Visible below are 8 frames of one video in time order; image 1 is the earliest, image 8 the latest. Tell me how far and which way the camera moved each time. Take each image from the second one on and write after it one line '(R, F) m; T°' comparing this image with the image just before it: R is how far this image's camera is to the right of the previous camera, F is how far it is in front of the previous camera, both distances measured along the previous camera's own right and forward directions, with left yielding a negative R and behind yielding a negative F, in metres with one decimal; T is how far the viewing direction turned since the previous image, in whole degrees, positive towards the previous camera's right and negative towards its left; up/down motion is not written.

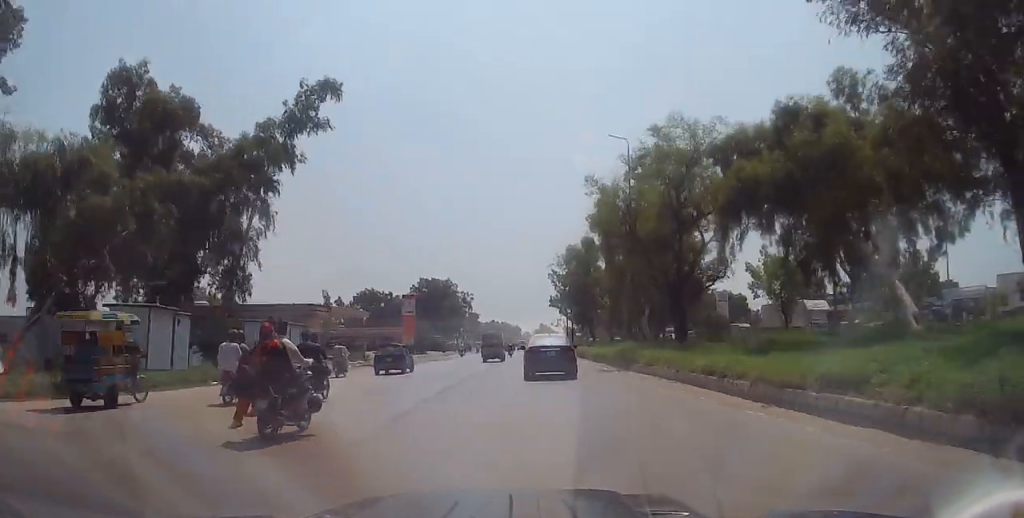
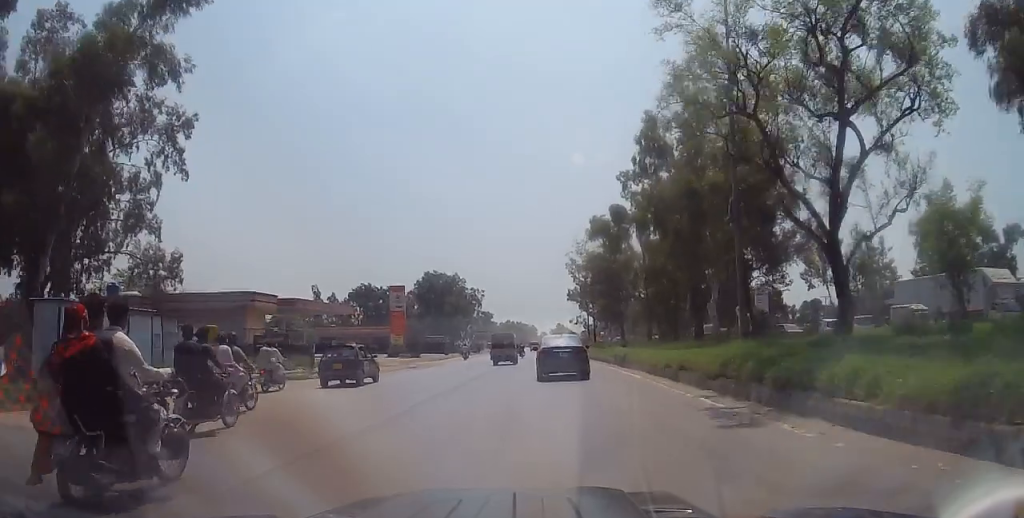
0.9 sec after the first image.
(+0.1, +15.5) m; -1°
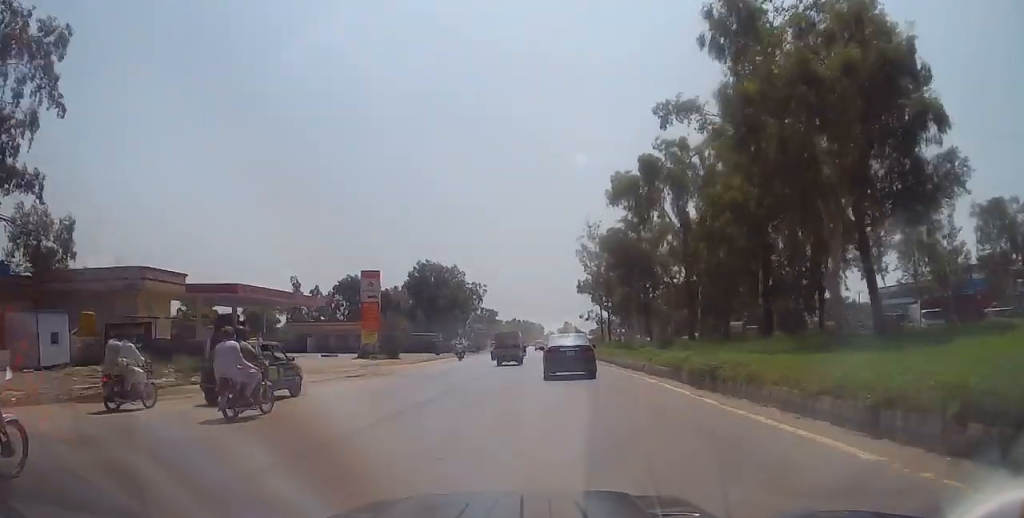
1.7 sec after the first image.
(-0.3, +13.4) m; -1°
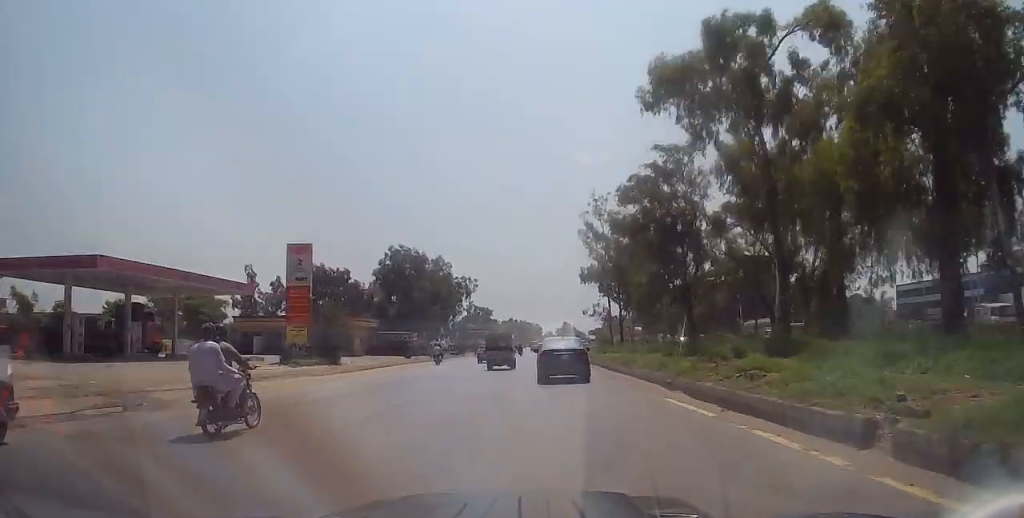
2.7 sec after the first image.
(0.0, +16.5) m; -1°
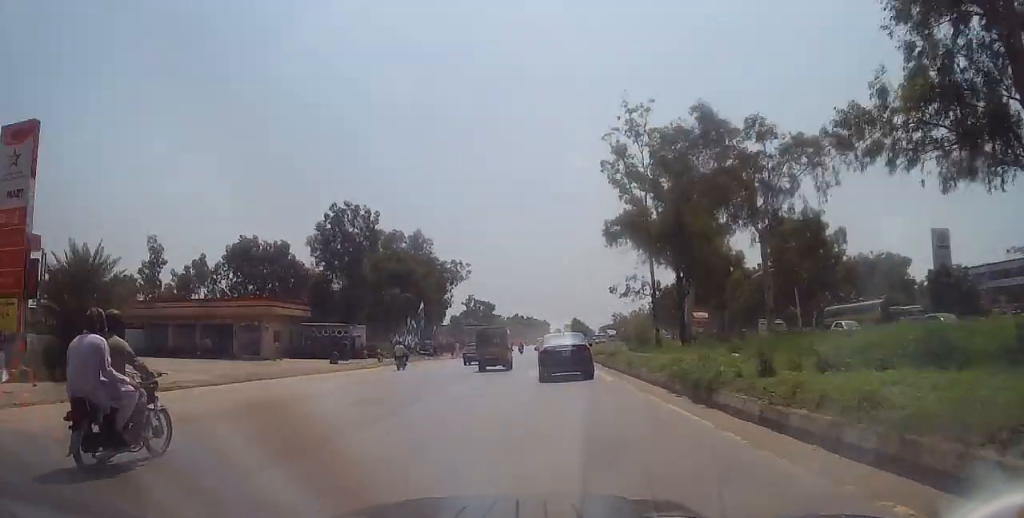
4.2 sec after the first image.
(-0.3, +26.1) m; 0°
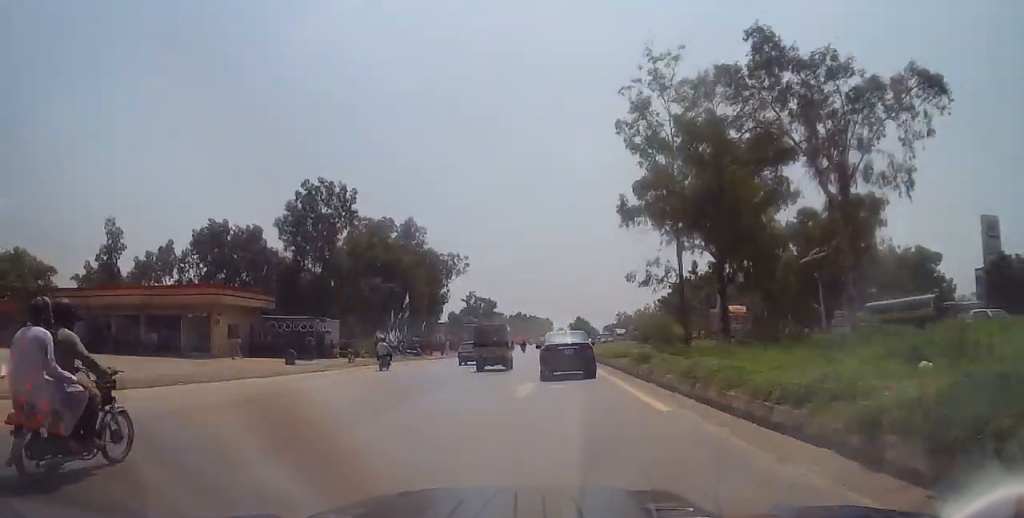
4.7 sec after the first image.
(+0.2, +8.2) m; 0°
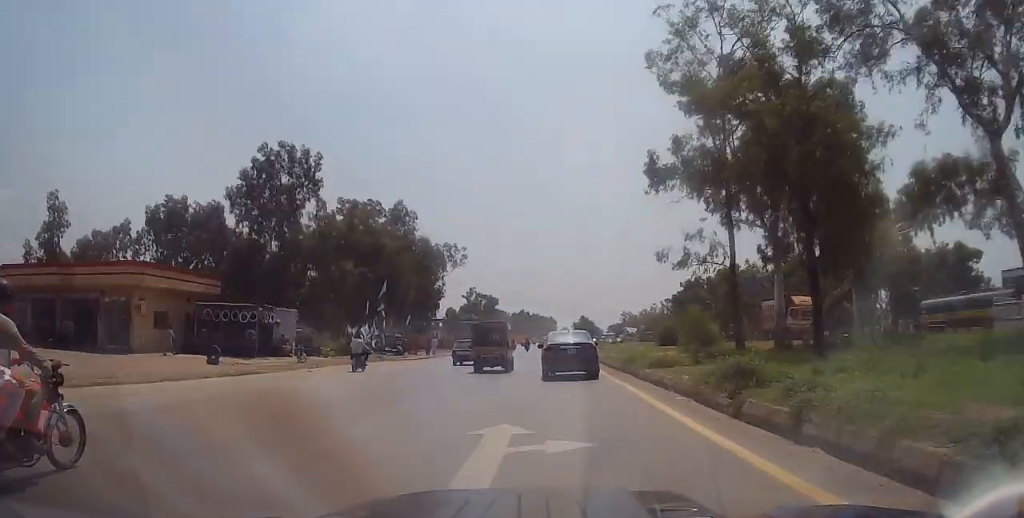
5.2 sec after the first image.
(0.0, +9.4) m; 0°
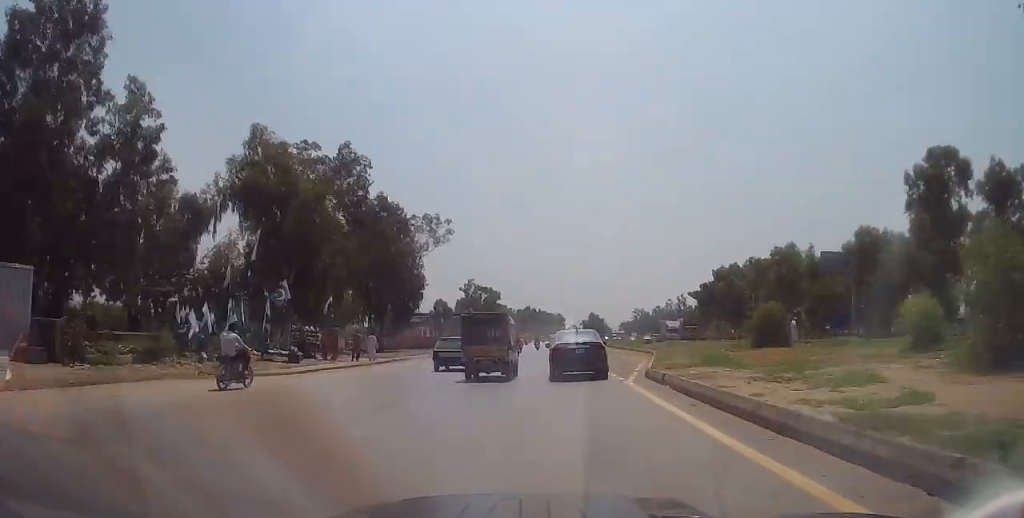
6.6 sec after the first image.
(-0.1, +23.9) m; 0°
